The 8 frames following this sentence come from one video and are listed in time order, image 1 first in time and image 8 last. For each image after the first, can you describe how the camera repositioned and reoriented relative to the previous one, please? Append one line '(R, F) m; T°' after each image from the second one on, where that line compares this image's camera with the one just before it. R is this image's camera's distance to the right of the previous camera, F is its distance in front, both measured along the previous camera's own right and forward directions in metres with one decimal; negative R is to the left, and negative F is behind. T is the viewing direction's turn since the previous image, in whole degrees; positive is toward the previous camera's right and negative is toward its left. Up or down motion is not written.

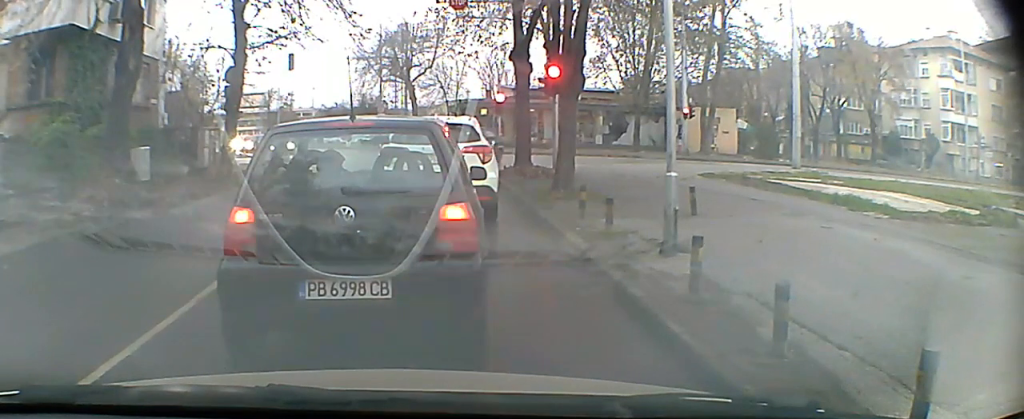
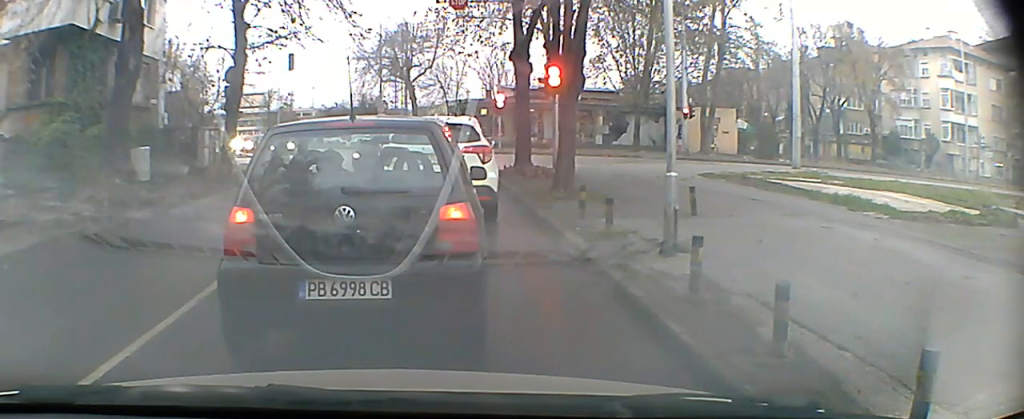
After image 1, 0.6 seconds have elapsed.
(0.0, 0.0) m; 0°
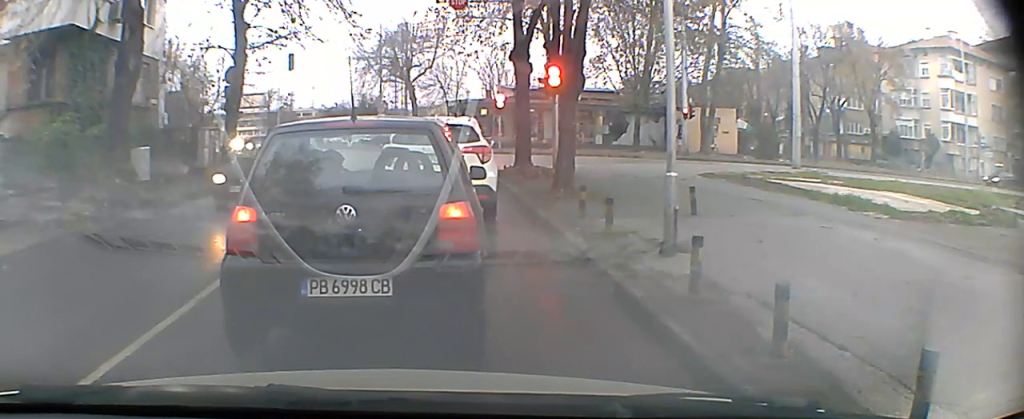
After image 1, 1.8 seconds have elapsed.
(0.0, 0.0) m; 0°
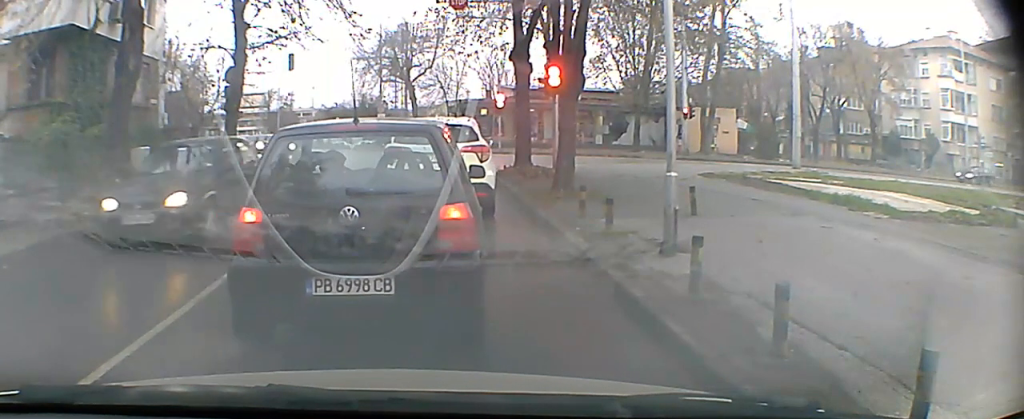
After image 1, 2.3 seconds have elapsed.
(0.0, 0.0) m; 0°
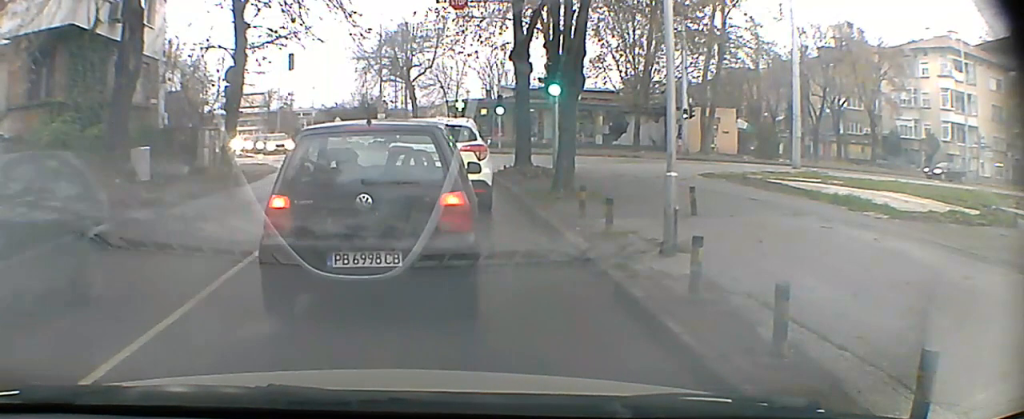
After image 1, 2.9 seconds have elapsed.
(0.0, 0.0) m; 0°
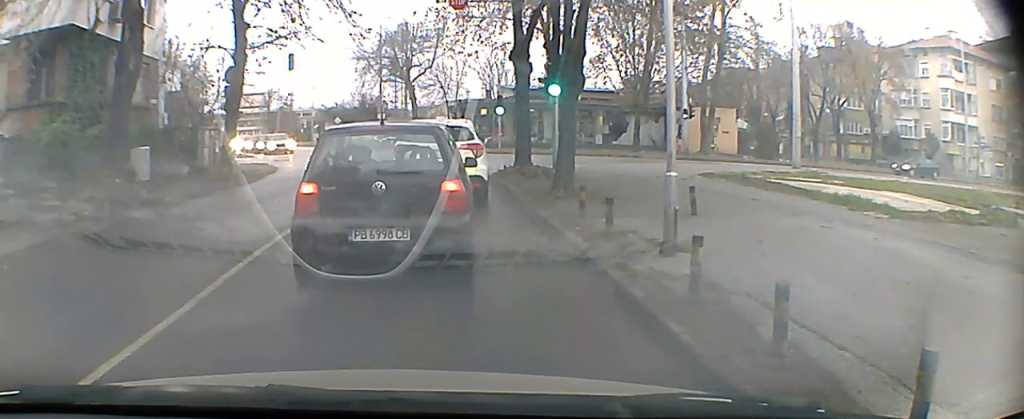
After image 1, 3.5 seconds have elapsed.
(0.0, +0.4) m; 0°
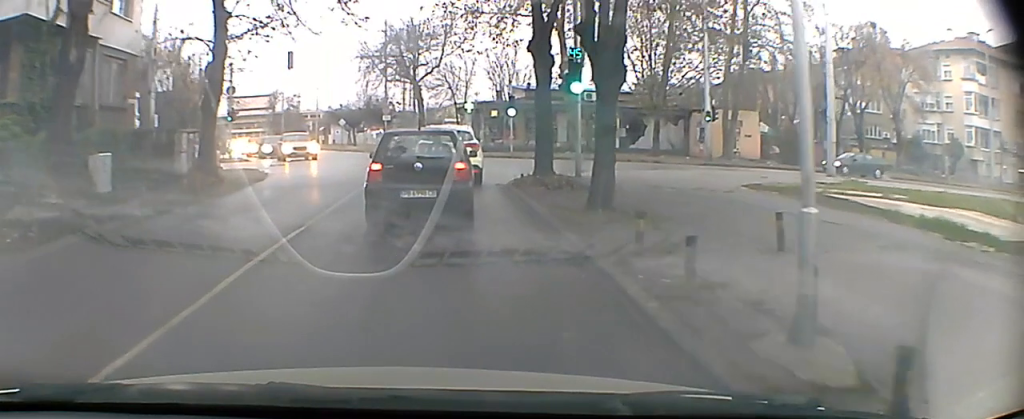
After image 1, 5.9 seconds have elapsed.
(+0.3, +4.6) m; +3°
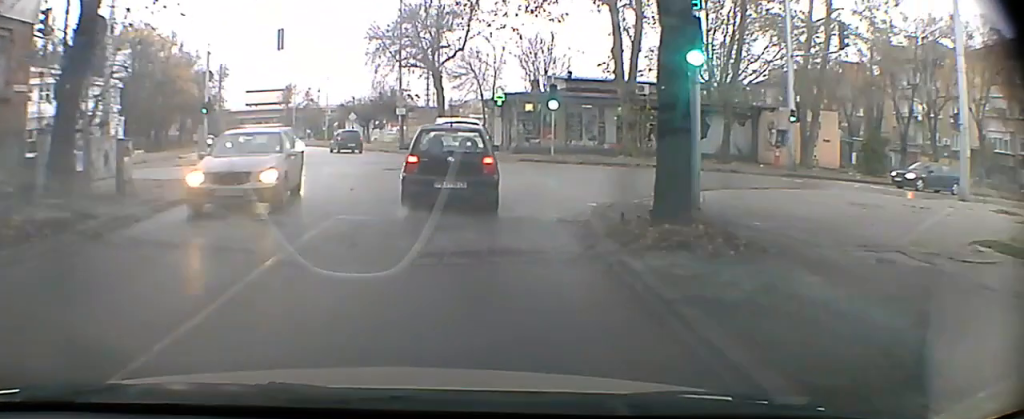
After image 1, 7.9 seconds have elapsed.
(-0.2, +8.2) m; -1°
